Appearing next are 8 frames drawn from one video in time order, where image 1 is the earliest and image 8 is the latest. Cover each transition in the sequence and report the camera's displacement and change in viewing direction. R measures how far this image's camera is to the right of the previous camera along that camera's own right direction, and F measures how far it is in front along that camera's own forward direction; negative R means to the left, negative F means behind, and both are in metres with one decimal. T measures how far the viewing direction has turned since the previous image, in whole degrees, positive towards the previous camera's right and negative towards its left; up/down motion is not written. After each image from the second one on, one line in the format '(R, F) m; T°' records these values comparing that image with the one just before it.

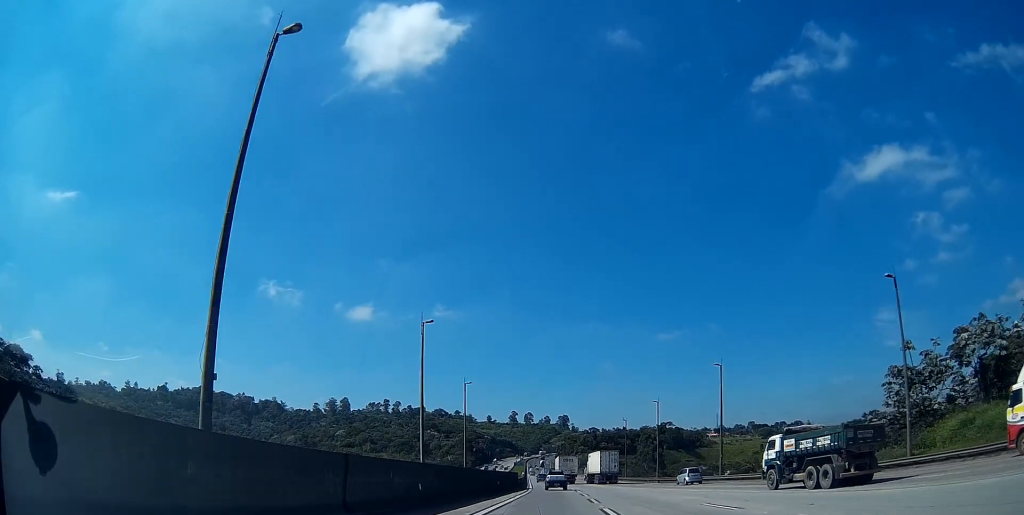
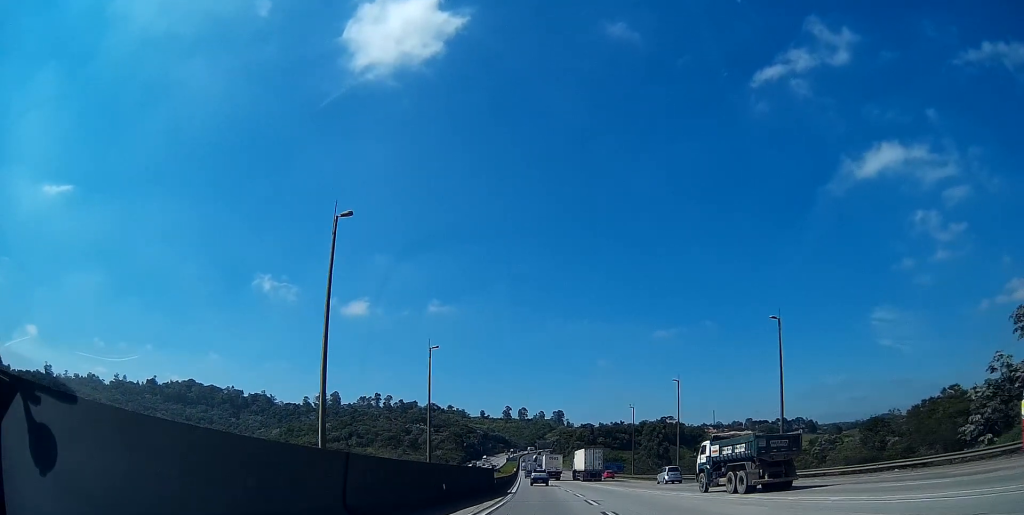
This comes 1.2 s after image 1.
(-0.1, +17.5) m; -1°
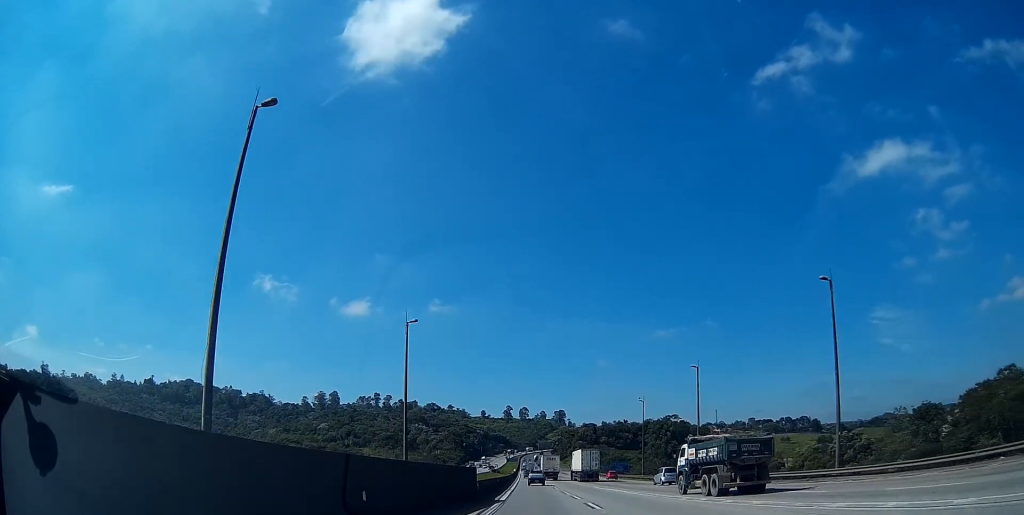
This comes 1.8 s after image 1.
(0.0, +7.9) m; 0°
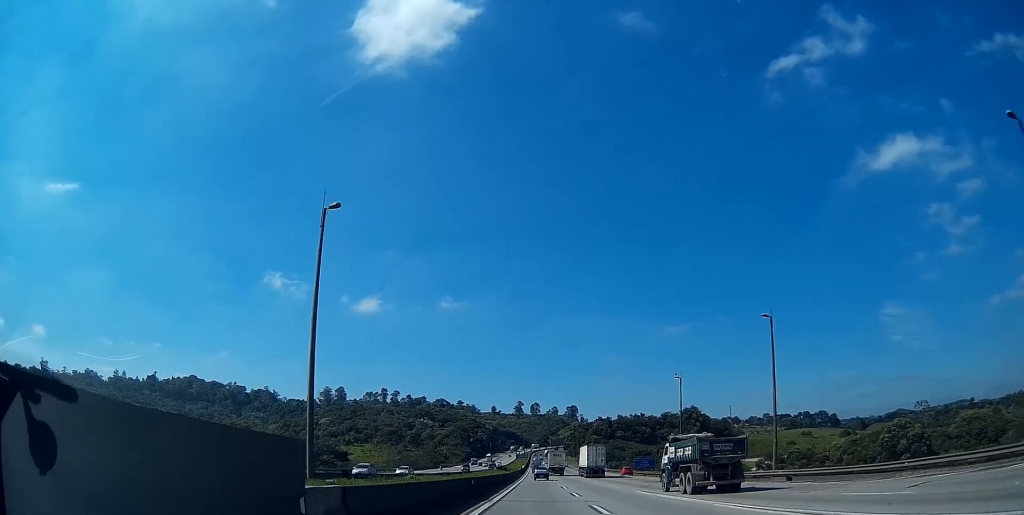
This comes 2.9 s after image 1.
(0.0, +15.3) m; 0°
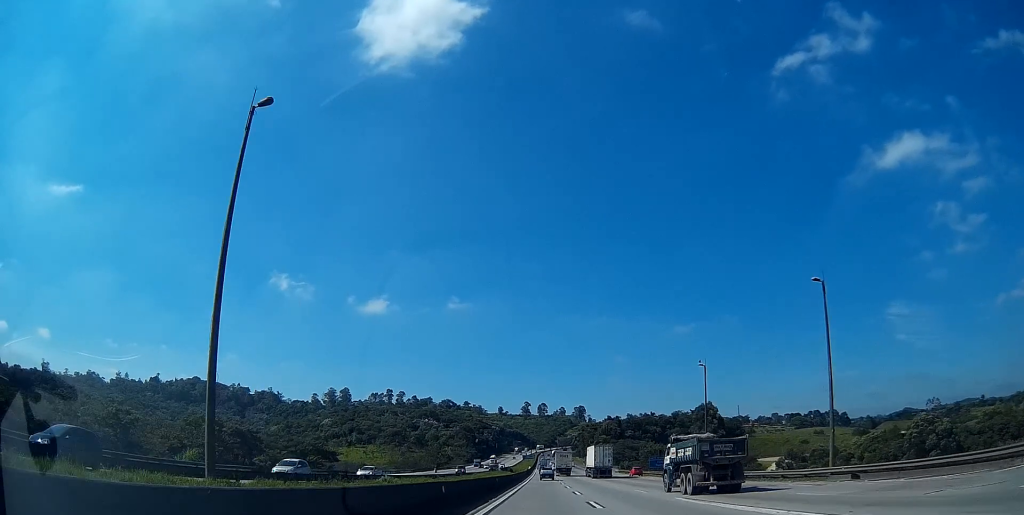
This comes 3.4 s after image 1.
(0.0, +6.5) m; 0°
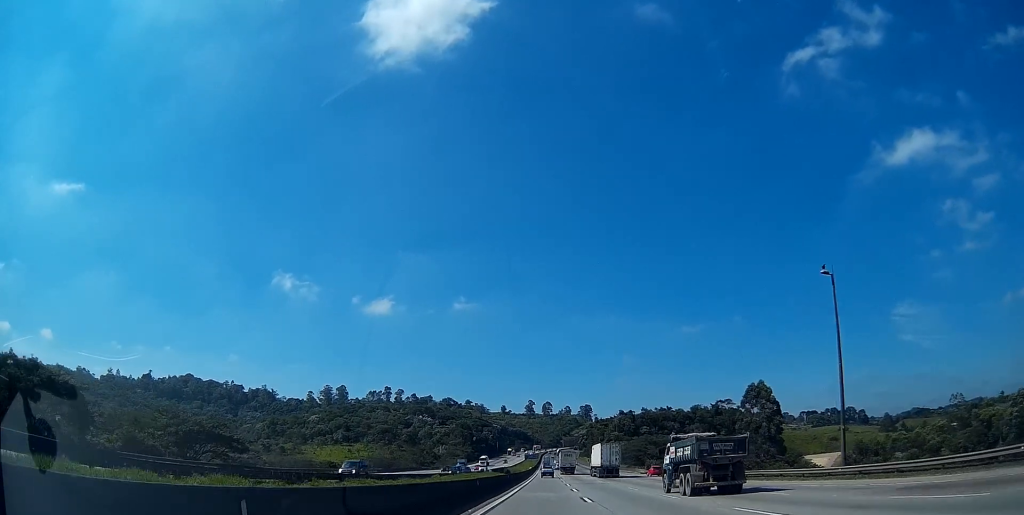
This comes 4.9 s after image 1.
(-0.5, +25.9) m; -2°
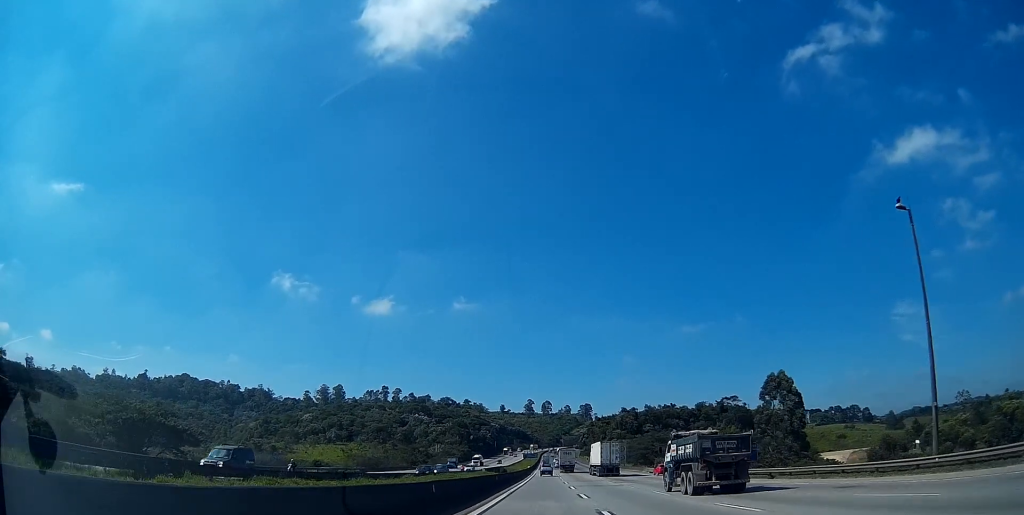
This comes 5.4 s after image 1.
(-0.1, +8.5) m; 0°
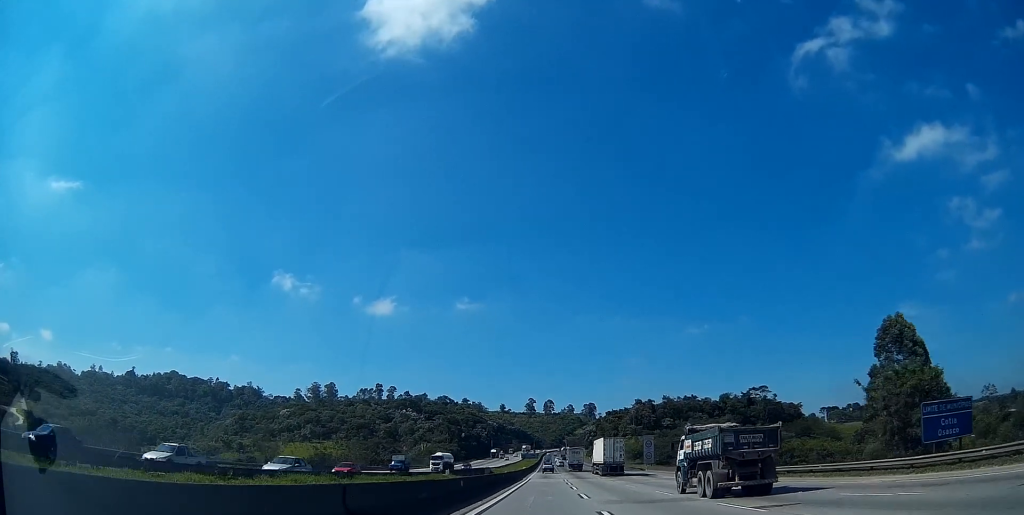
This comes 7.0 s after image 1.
(+0.1, +33.2) m; 0°
